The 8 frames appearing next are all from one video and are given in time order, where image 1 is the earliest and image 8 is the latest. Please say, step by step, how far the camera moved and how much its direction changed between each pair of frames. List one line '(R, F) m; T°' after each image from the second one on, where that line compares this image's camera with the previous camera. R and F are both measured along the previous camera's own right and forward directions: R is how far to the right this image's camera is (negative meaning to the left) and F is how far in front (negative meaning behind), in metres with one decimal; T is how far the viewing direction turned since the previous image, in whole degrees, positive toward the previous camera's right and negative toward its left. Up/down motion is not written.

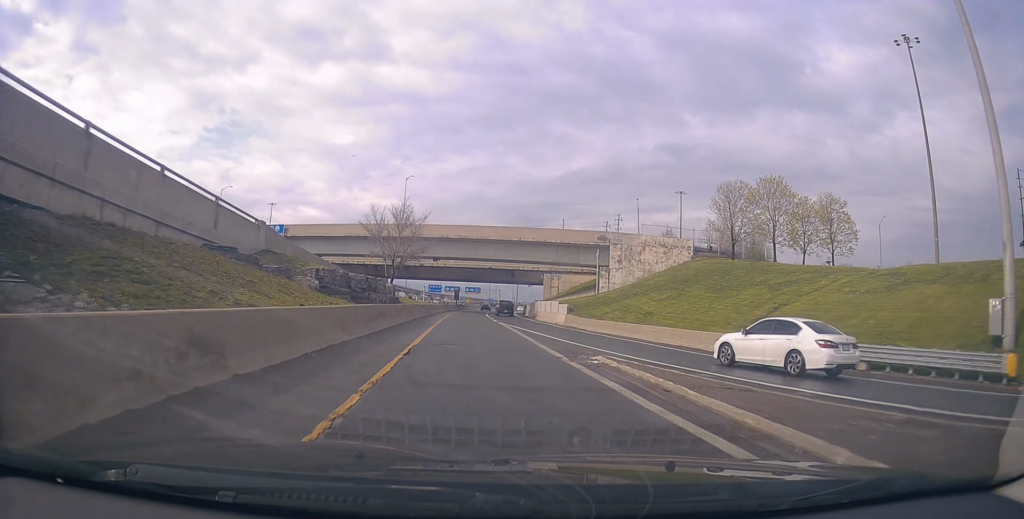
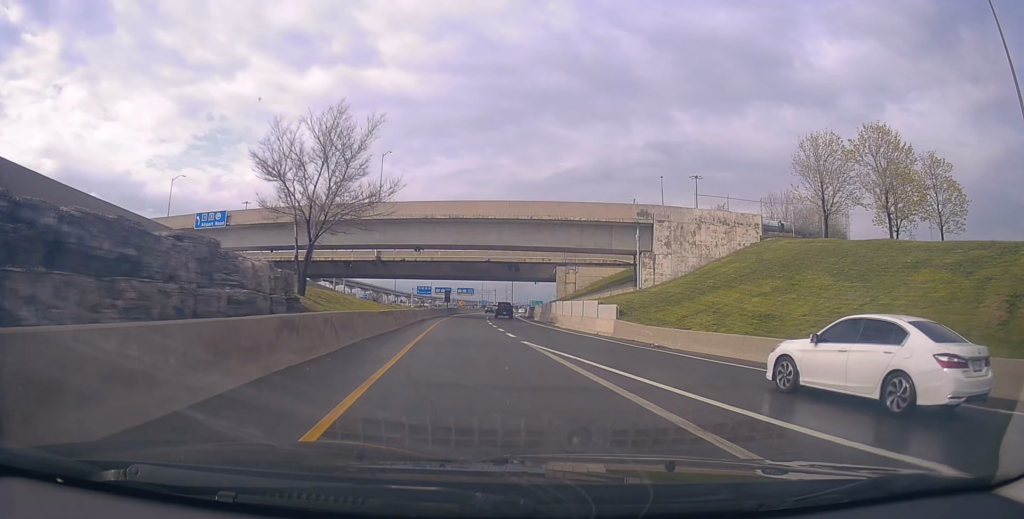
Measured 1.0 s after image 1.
(+0.2, +18.2) m; 0°
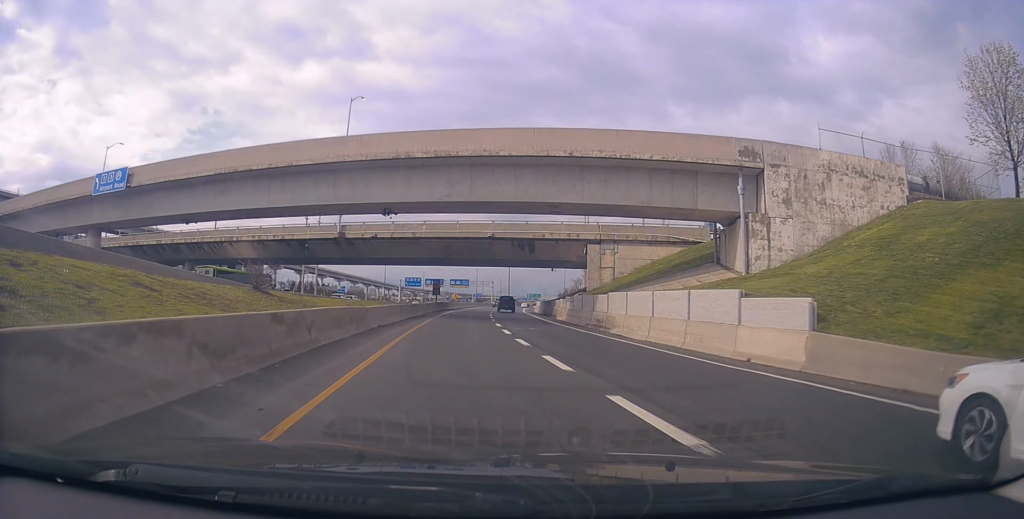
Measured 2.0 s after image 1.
(0.0, +19.5) m; 0°
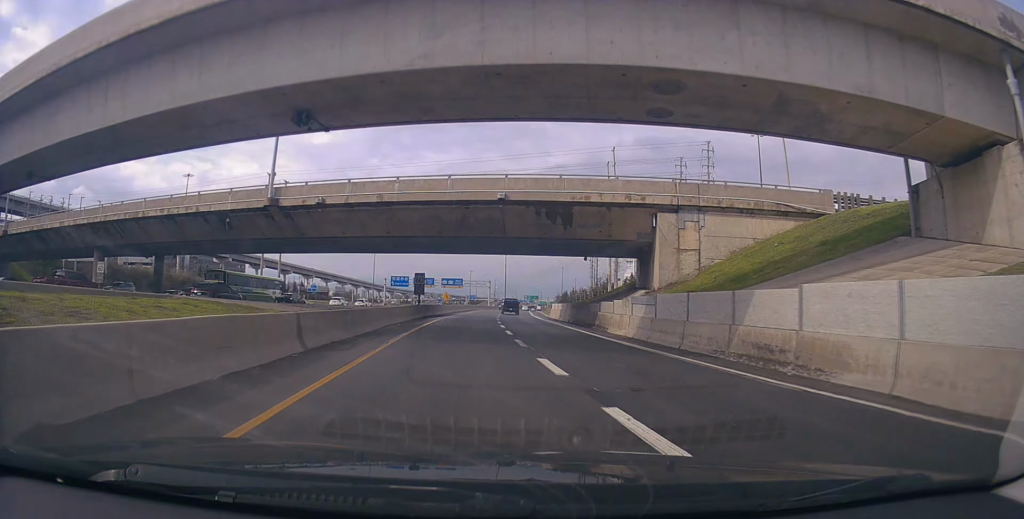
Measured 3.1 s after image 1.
(0.0, +19.1) m; 0°
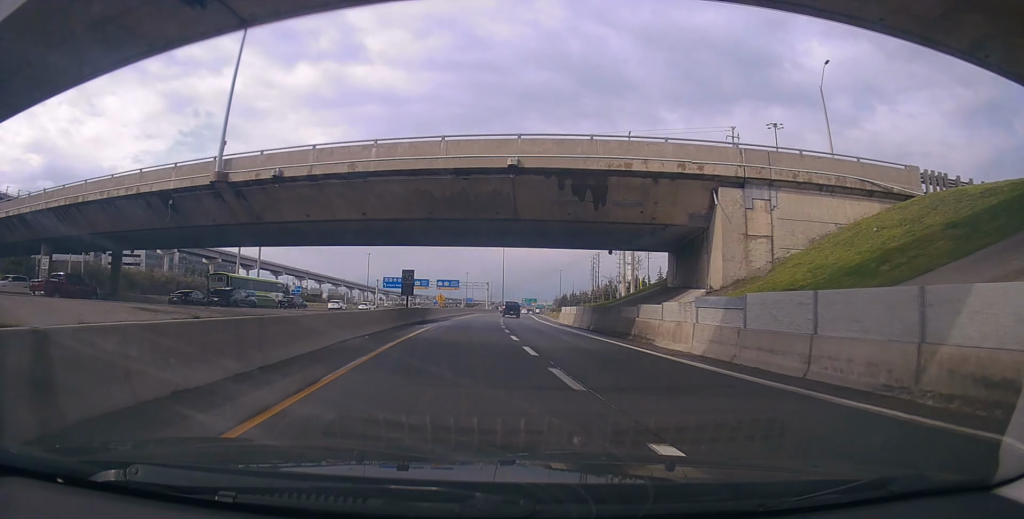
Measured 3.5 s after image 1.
(0.0, +8.1) m; 0°
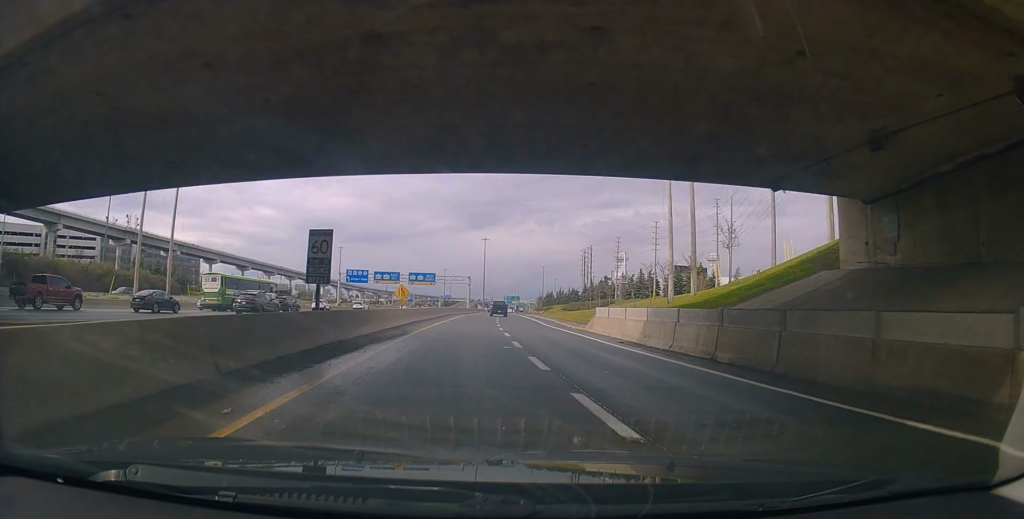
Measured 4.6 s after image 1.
(+0.2, +21.2) m; +2°
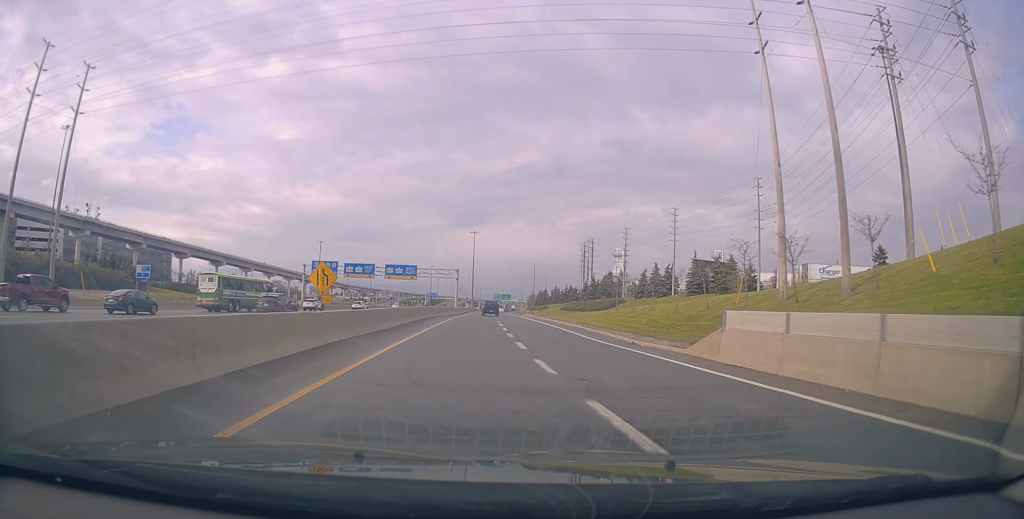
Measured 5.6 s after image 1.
(+0.6, +18.9) m; +2°
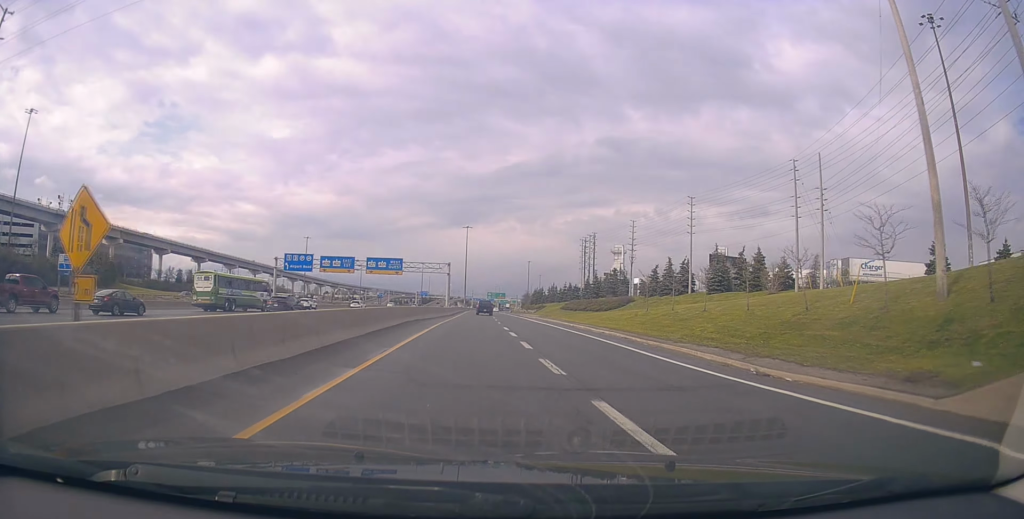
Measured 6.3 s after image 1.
(+0.3, +12.0) m; +1°
